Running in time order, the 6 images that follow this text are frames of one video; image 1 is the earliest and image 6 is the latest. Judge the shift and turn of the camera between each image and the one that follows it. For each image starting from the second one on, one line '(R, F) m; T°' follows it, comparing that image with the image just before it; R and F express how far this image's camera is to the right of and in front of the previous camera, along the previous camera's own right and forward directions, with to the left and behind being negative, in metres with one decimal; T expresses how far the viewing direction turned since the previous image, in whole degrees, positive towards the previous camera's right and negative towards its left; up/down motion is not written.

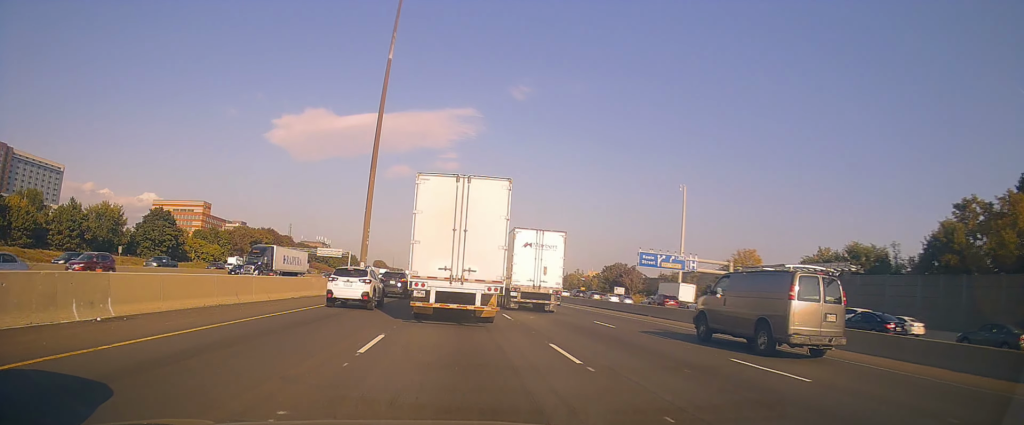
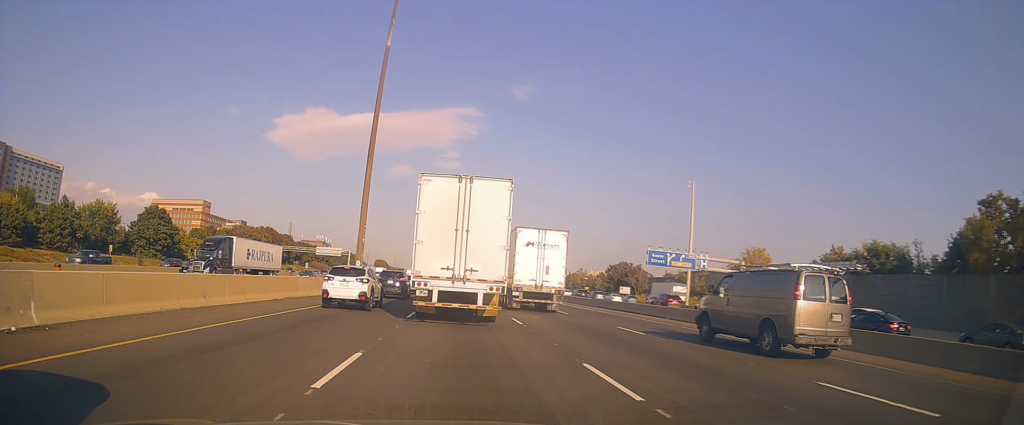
(+0.2, +3.2) m; -2°
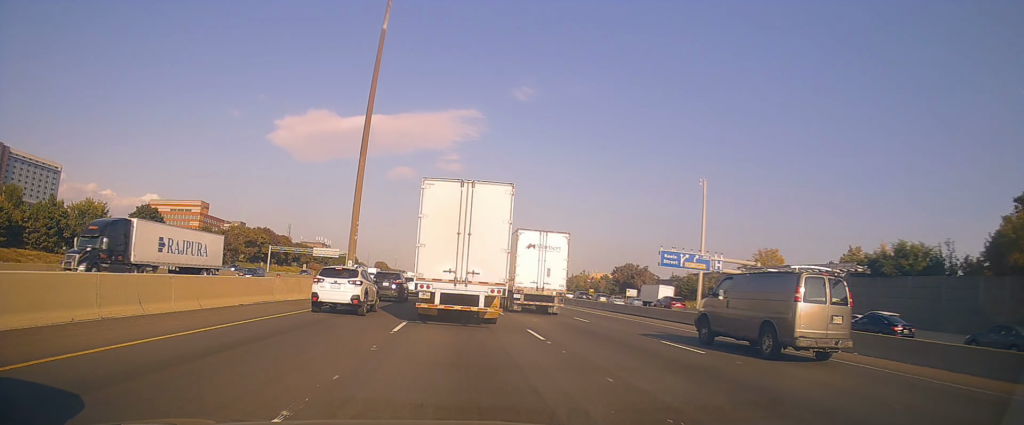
(-0.3, +4.4) m; -1°
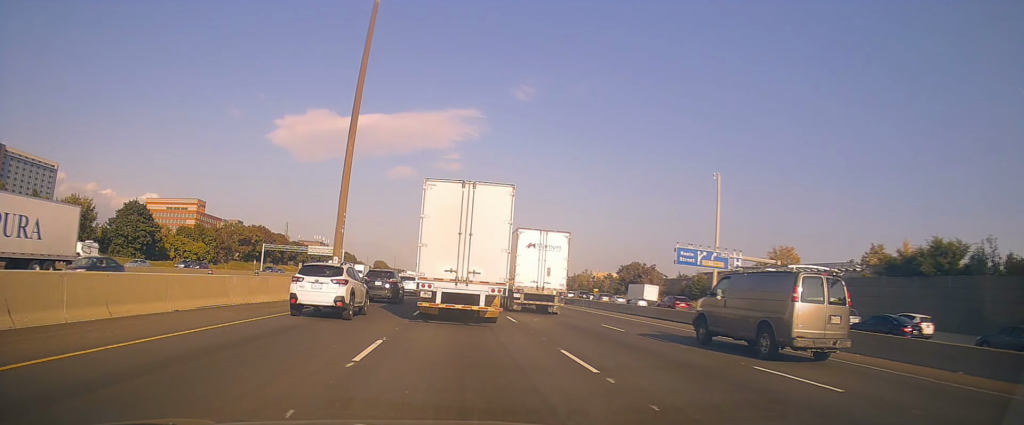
(-0.4, +5.2) m; 0°
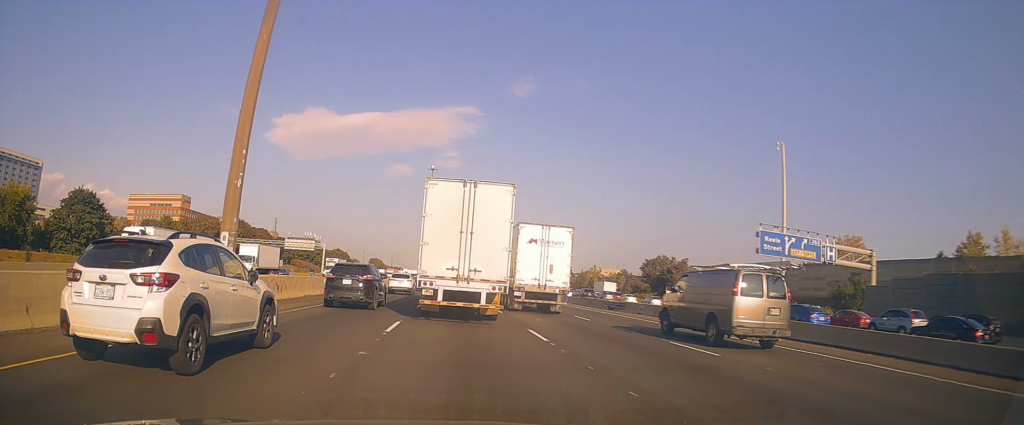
(+0.9, +19.4) m; +3°
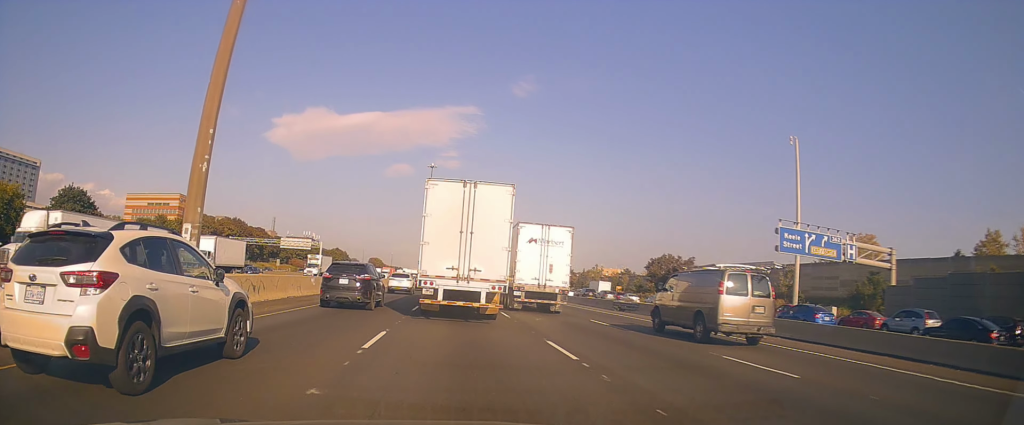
(+0.1, +3.2) m; +1°
